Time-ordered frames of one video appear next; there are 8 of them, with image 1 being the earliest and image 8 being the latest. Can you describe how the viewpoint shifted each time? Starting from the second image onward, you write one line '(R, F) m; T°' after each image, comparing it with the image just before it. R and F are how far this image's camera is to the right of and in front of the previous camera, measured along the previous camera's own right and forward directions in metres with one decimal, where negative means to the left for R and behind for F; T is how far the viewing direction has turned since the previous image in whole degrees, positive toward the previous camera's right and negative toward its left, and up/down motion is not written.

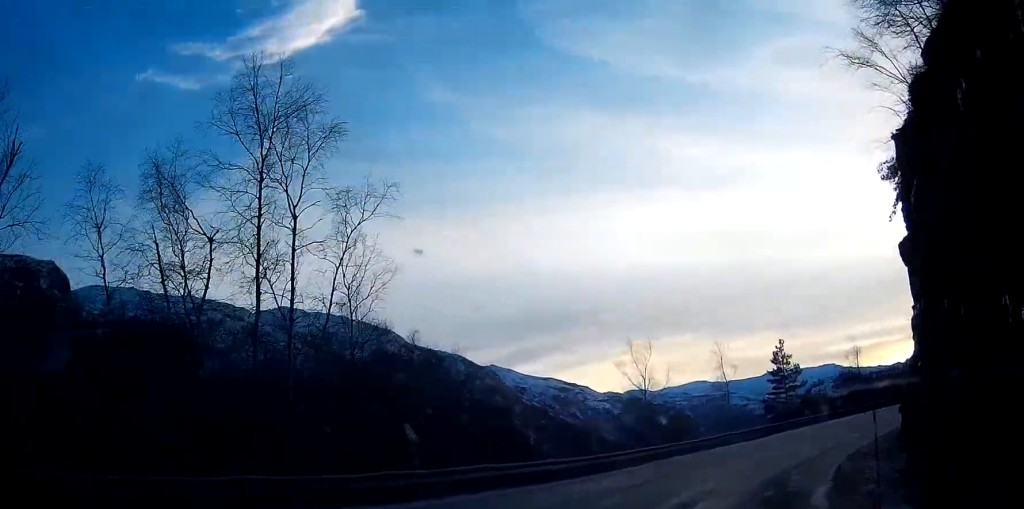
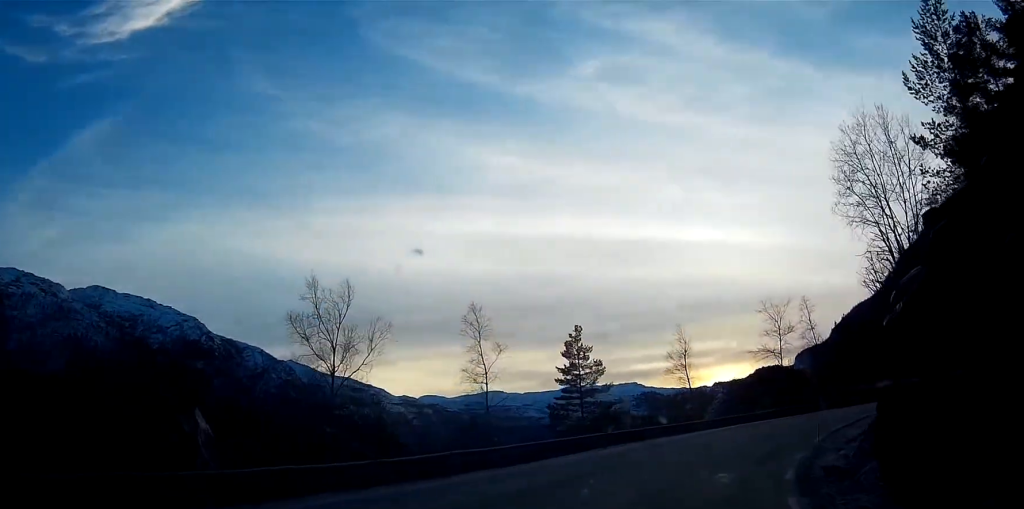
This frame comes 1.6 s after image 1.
(+2.4, +20.0) m; +12°
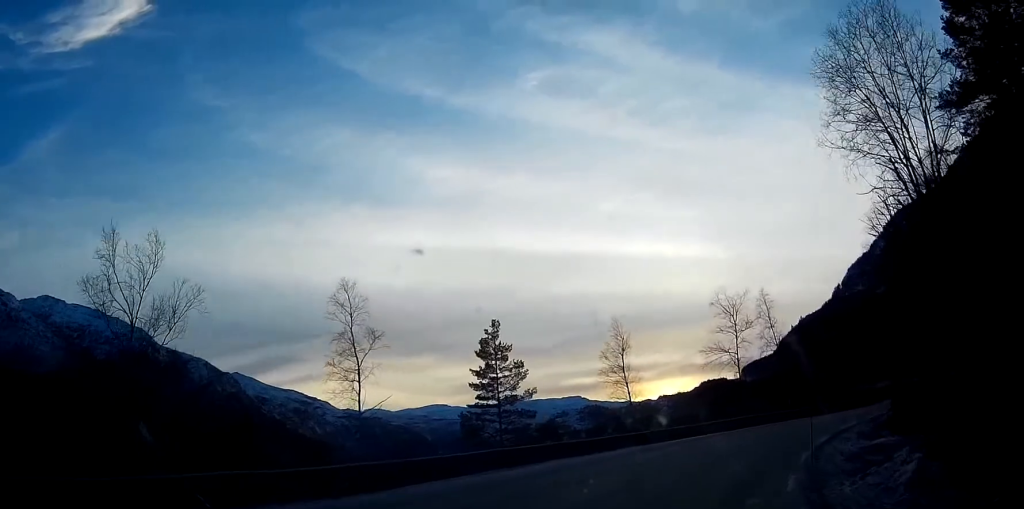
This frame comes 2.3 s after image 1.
(+0.3, +8.8) m; +4°
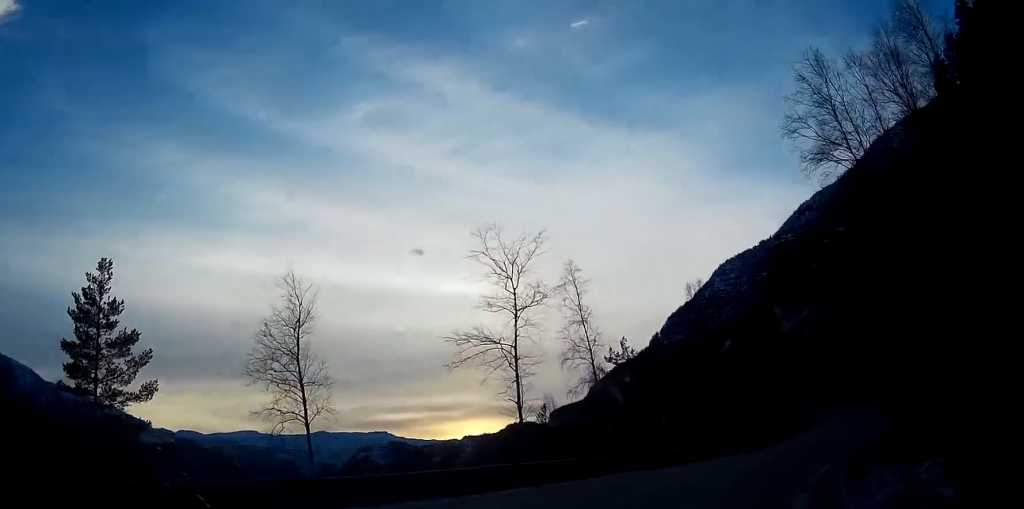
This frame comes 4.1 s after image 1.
(+2.1, +22.0) m; +13°
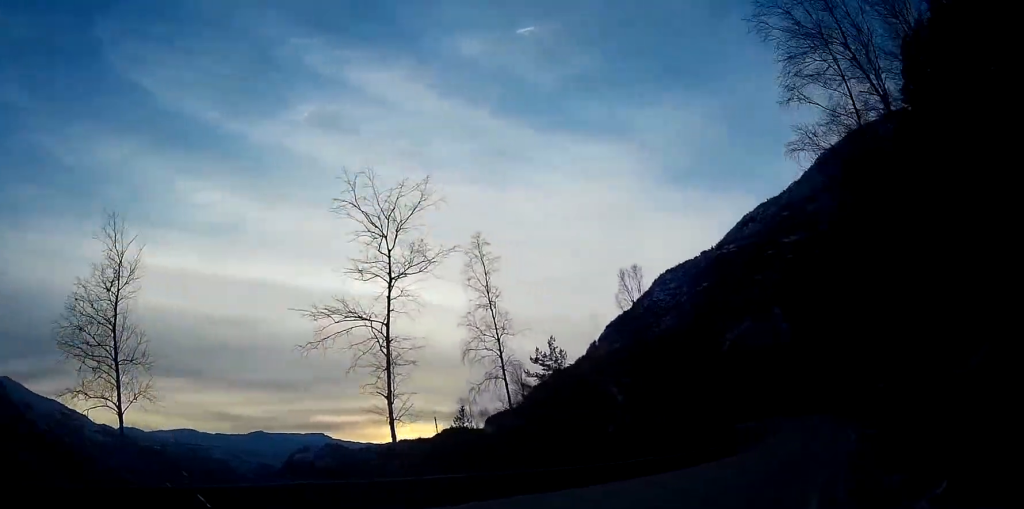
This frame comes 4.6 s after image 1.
(-0.1, +6.3) m; +5°
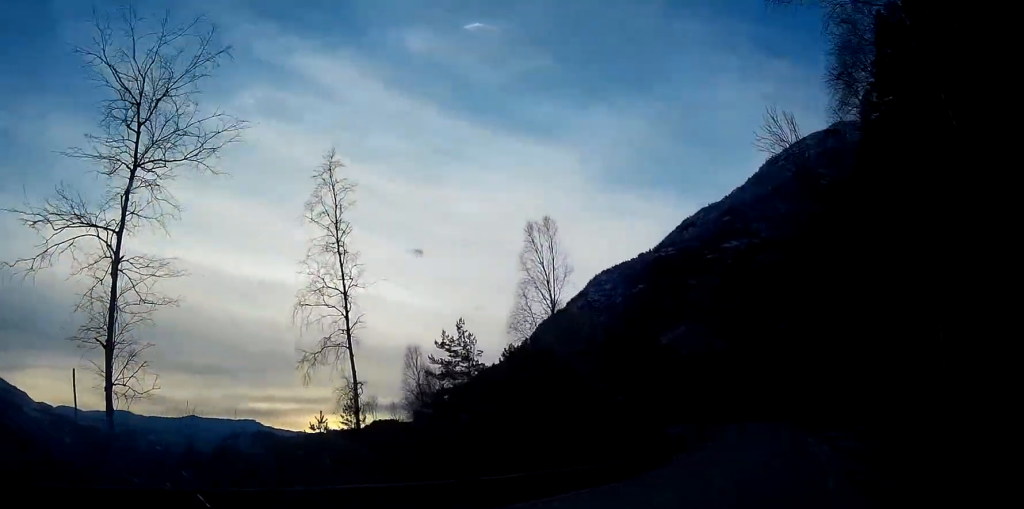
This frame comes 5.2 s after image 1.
(+0.9, +8.5) m; +6°
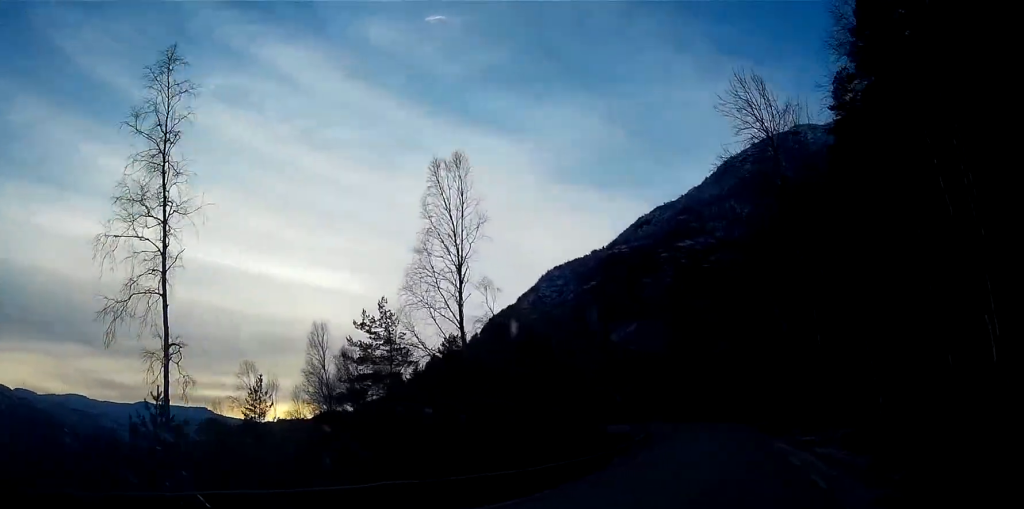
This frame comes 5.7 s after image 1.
(+0.2, +6.5) m; +3°
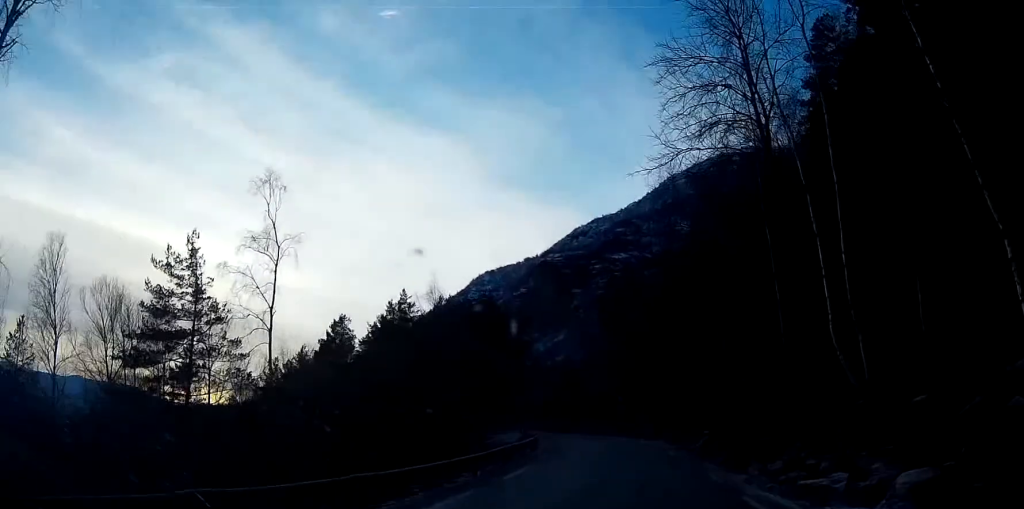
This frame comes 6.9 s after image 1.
(+0.6, +16.0) m; +2°
